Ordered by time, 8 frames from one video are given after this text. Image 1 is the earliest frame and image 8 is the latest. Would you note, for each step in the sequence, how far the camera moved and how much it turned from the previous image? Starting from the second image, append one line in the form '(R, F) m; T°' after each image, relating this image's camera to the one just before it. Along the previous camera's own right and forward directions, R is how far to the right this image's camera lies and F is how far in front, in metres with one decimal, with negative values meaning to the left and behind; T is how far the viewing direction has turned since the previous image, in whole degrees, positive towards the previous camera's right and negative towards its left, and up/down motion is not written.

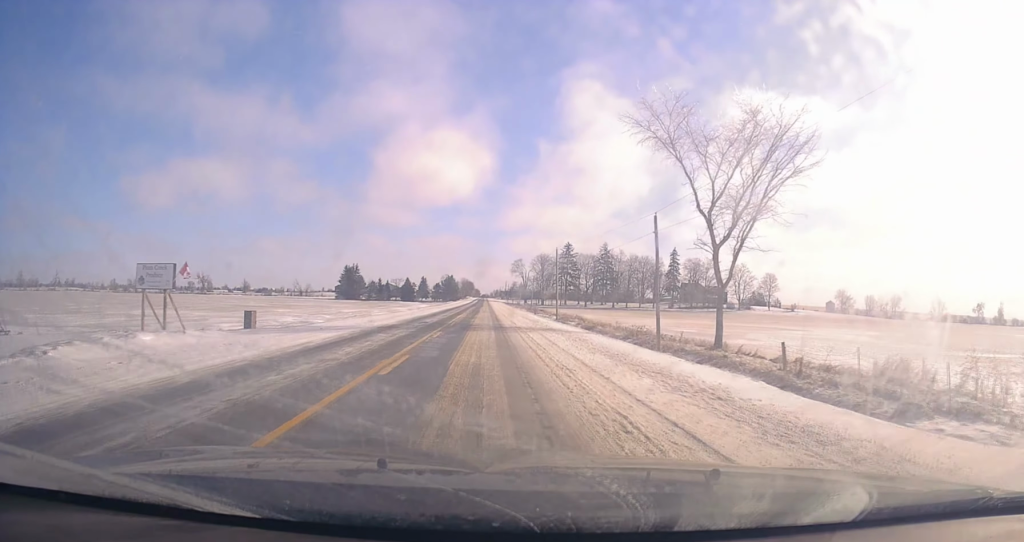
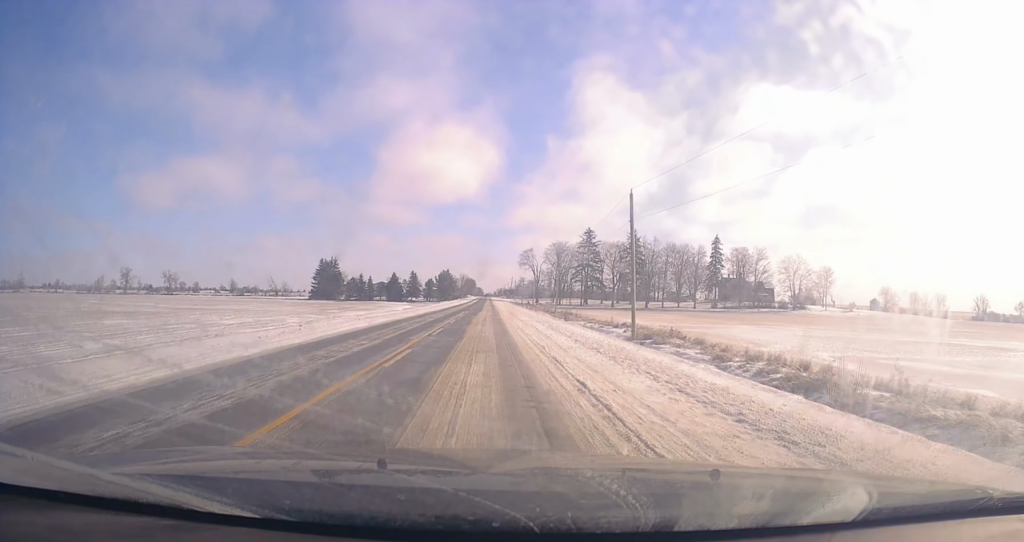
(-1.2, +43.3) m; -1°
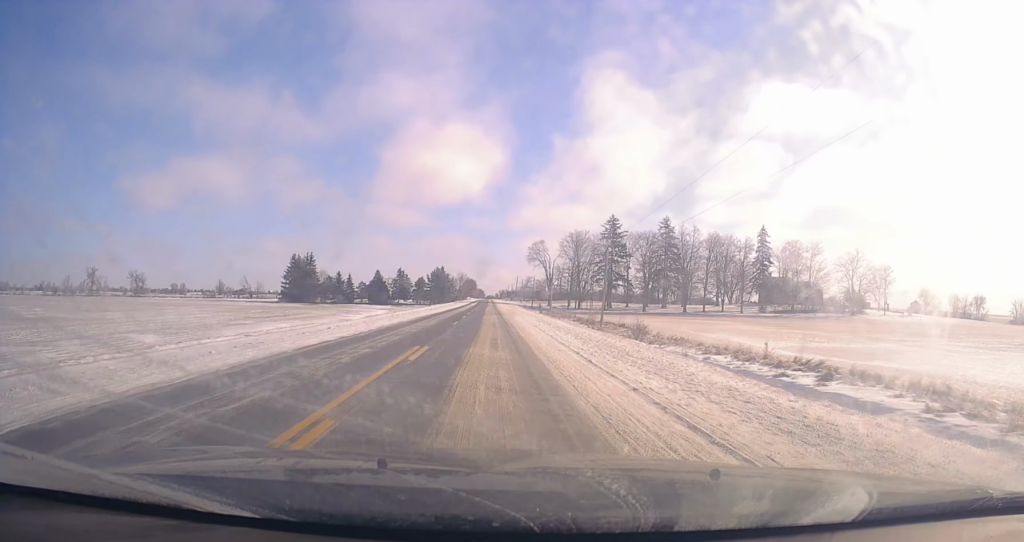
(+0.8, +34.4) m; 0°
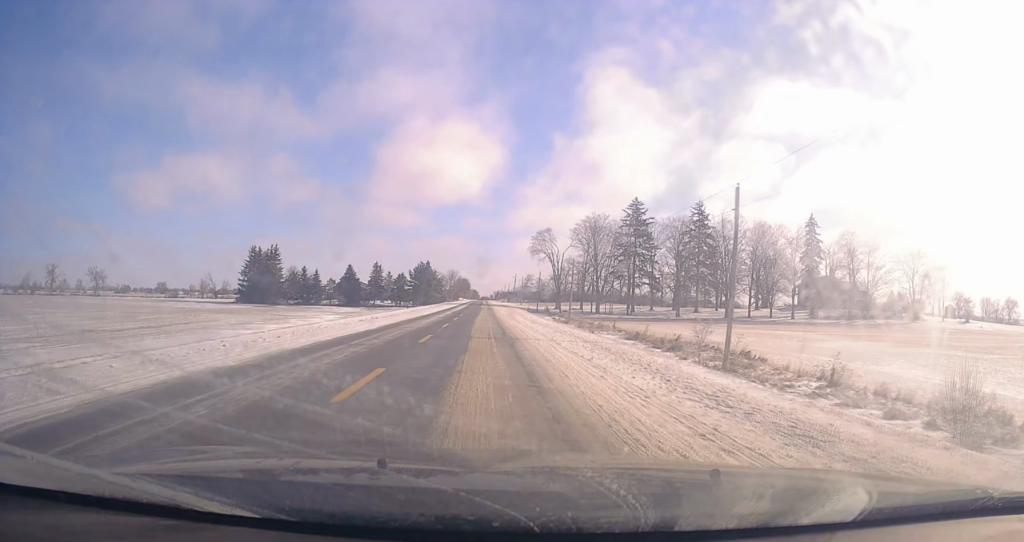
(-0.5, +29.6) m; +1°
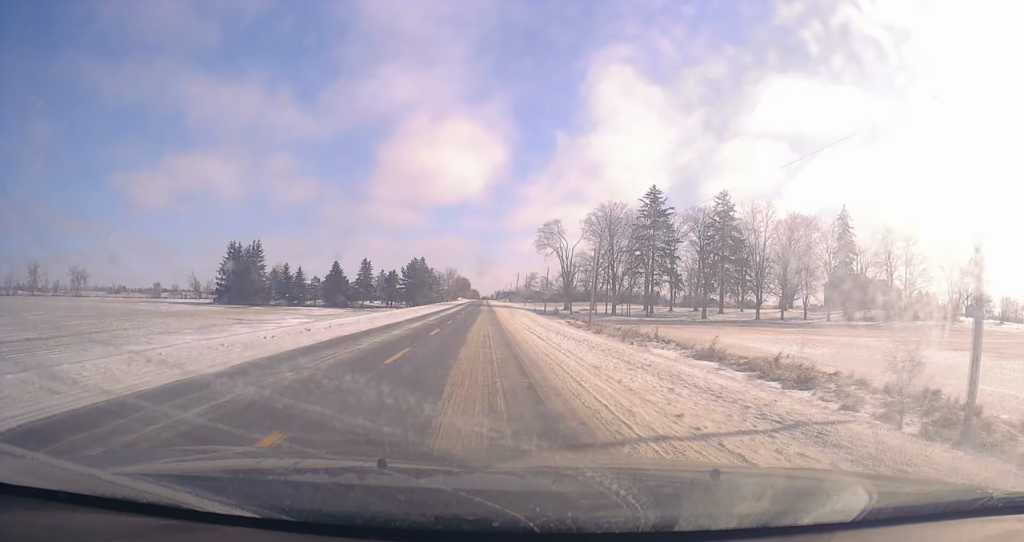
(+0.5, +14.2) m; +1°
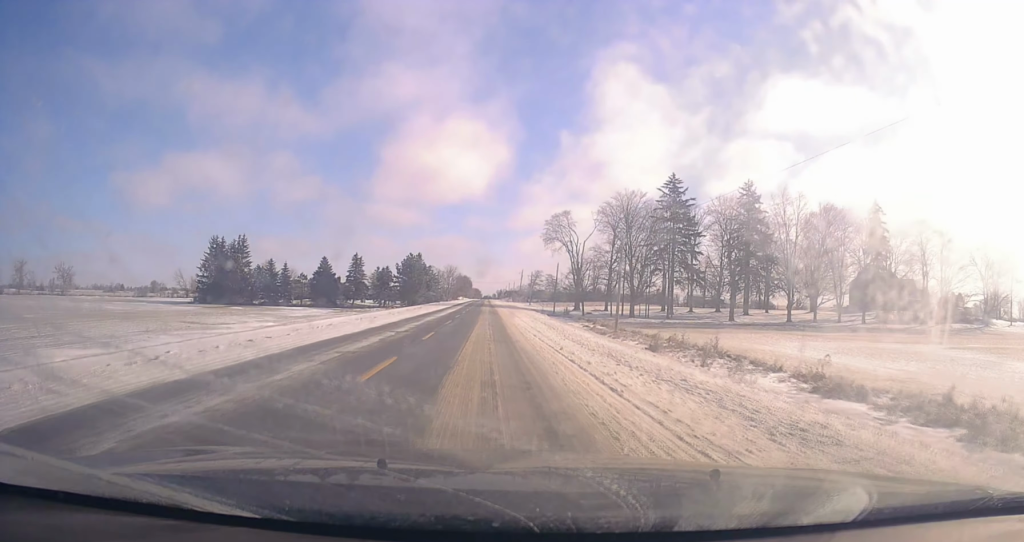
(-0.2, +11.1) m; -1°
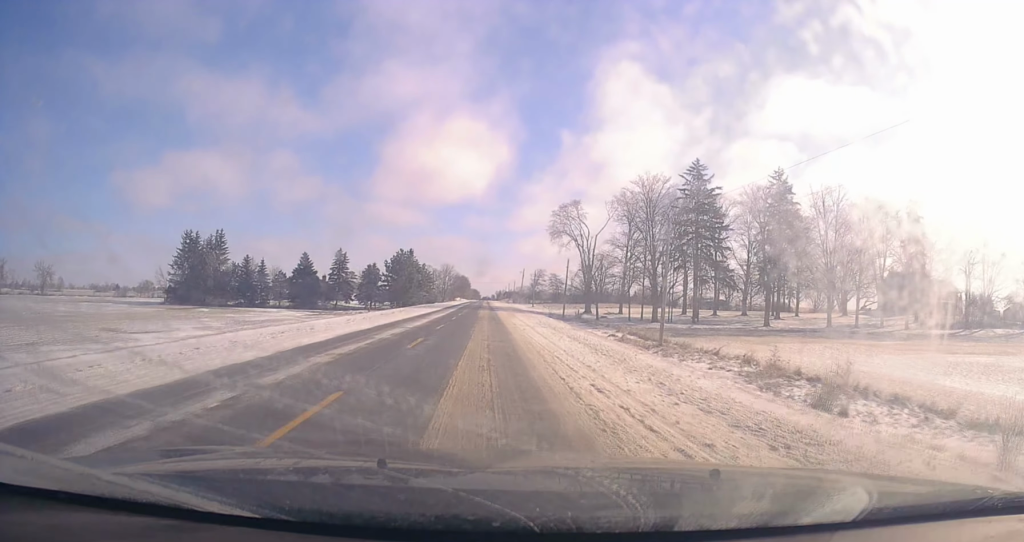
(-0.1, +12.4) m; -1°
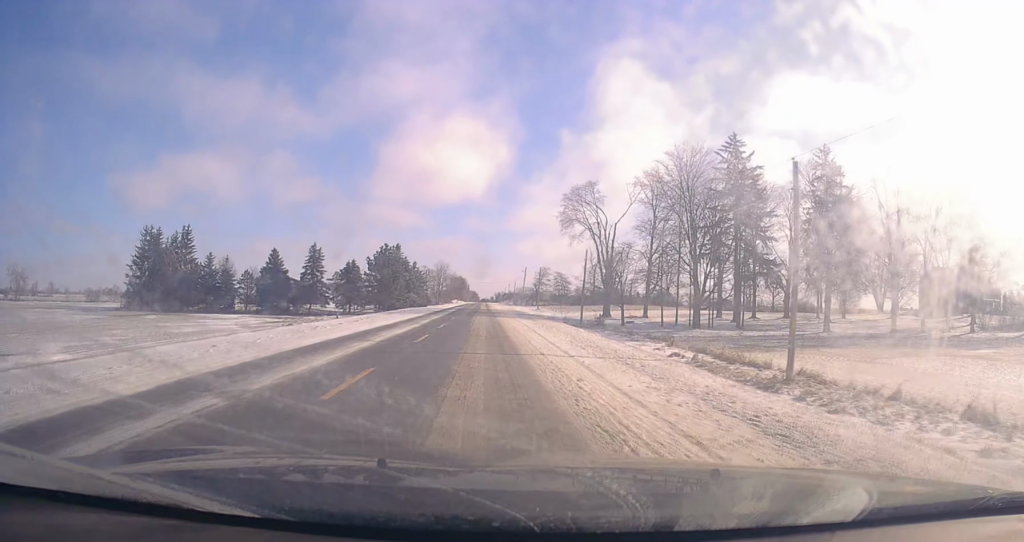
(-0.4, +15.6) m; +1°
